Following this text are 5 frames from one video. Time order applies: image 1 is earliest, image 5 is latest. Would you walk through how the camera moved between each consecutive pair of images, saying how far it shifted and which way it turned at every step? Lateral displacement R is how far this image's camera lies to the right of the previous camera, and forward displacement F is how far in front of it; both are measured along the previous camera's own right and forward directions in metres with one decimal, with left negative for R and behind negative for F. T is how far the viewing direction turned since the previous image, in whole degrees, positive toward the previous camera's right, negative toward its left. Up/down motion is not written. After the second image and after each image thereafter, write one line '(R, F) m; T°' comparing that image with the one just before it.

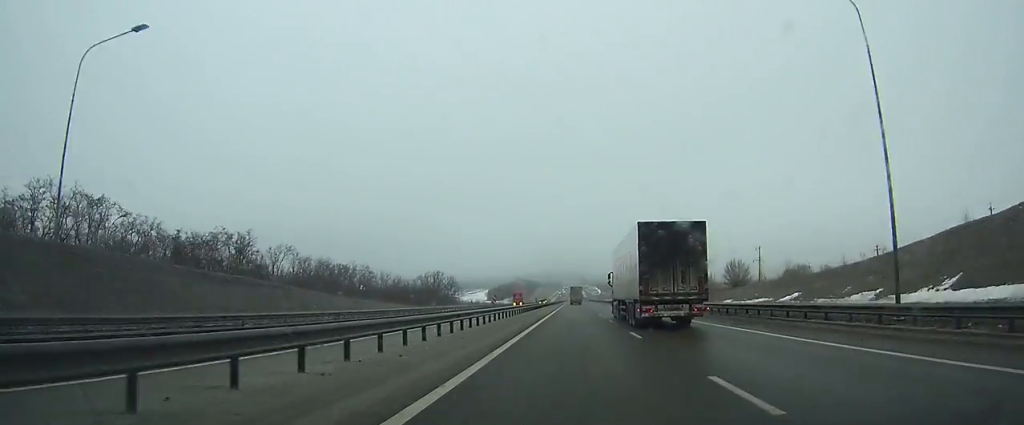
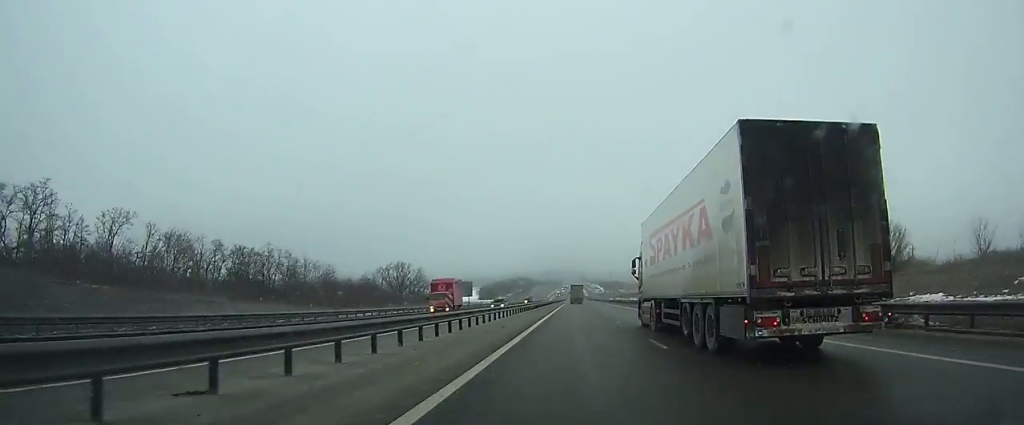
(+0.1, +52.3) m; 0°
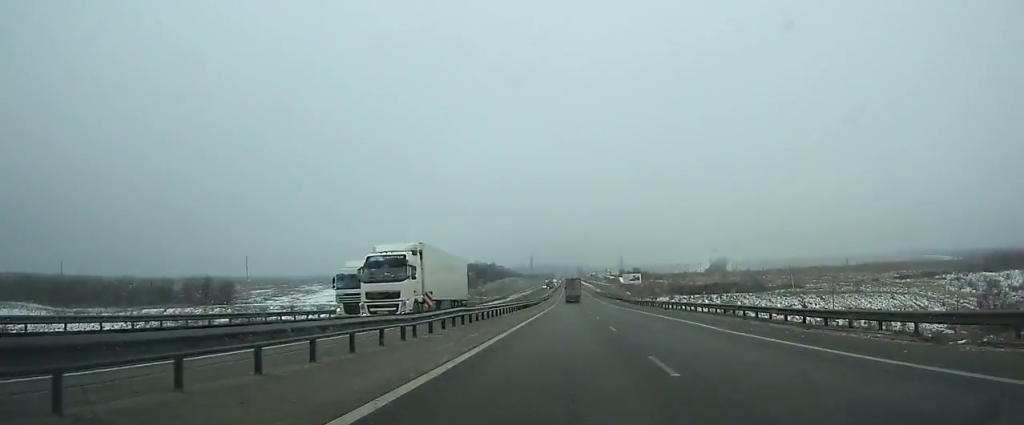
(-0.5, +281.7) m; 0°
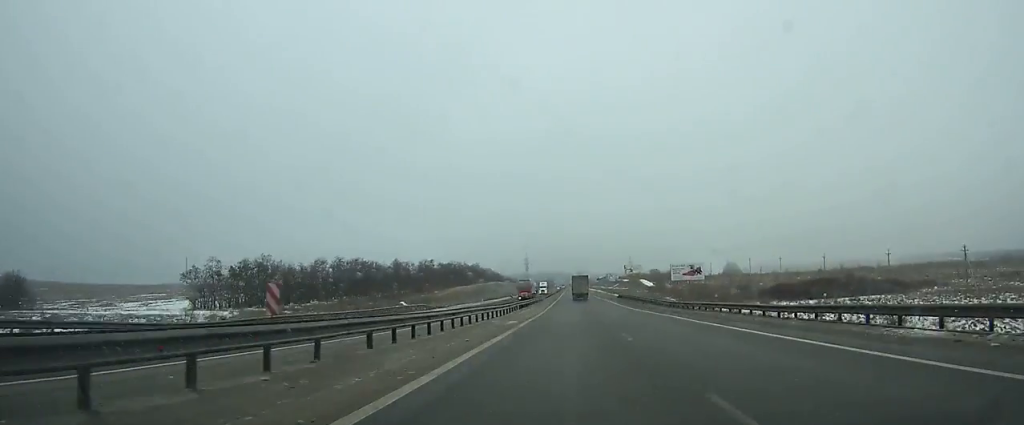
(0.0, +91.3) m; 0°
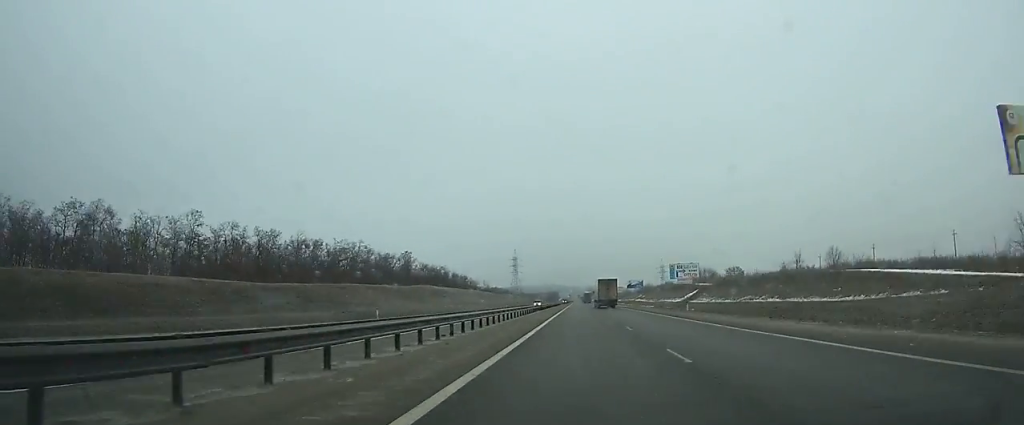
(-0.2, +175.2) m; 0°
